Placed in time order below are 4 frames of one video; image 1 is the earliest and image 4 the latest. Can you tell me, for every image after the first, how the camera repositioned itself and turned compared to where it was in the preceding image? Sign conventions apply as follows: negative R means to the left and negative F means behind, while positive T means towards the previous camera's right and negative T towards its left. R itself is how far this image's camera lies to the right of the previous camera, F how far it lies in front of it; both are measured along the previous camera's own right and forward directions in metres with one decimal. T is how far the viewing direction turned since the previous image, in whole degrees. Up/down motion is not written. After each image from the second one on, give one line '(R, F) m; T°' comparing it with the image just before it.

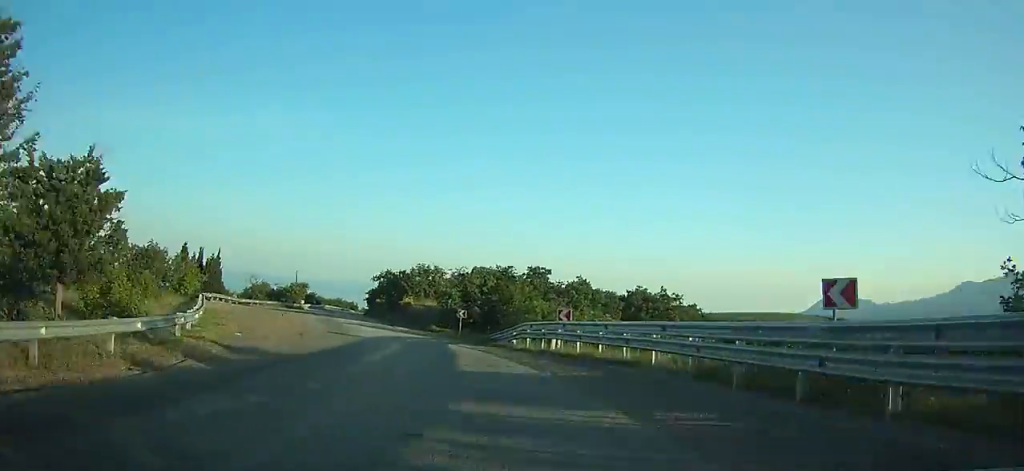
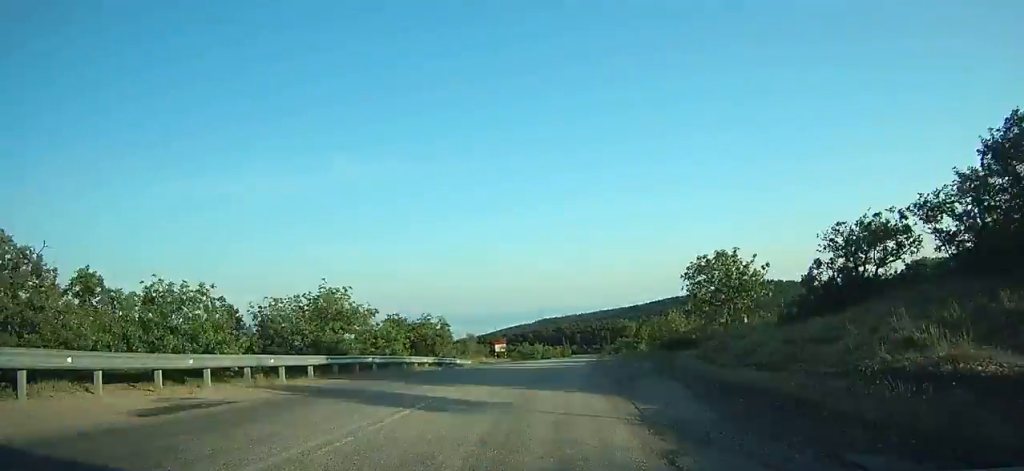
(-36.7, +135.1) m; -7°
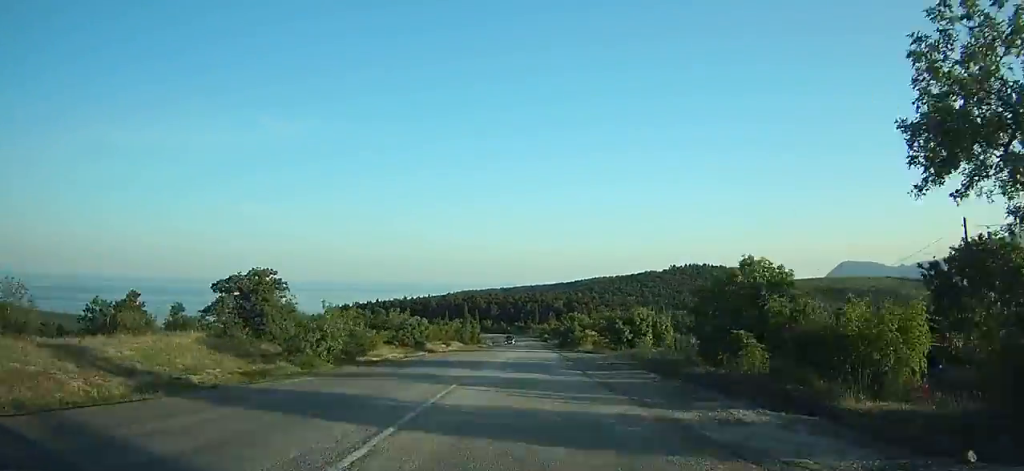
(+6.0, +68.1) m; +7°
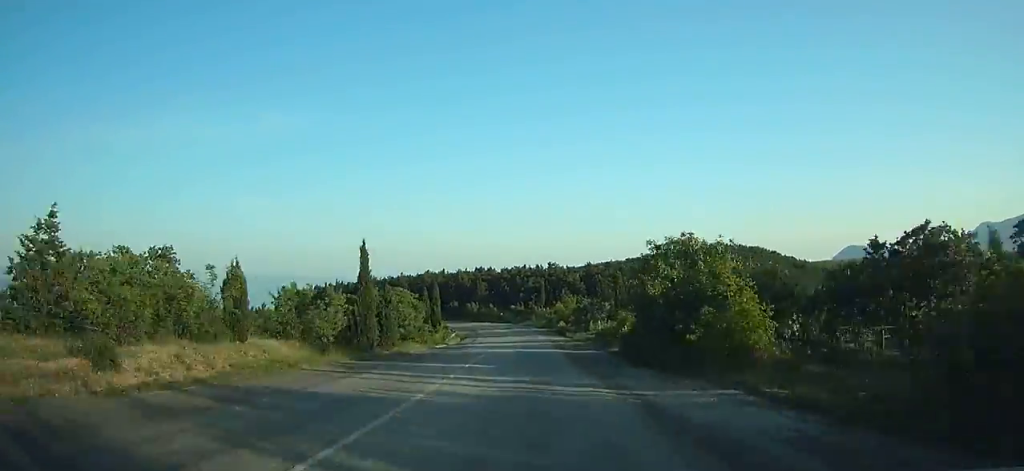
(+0.6, +50.5) m; 0°
